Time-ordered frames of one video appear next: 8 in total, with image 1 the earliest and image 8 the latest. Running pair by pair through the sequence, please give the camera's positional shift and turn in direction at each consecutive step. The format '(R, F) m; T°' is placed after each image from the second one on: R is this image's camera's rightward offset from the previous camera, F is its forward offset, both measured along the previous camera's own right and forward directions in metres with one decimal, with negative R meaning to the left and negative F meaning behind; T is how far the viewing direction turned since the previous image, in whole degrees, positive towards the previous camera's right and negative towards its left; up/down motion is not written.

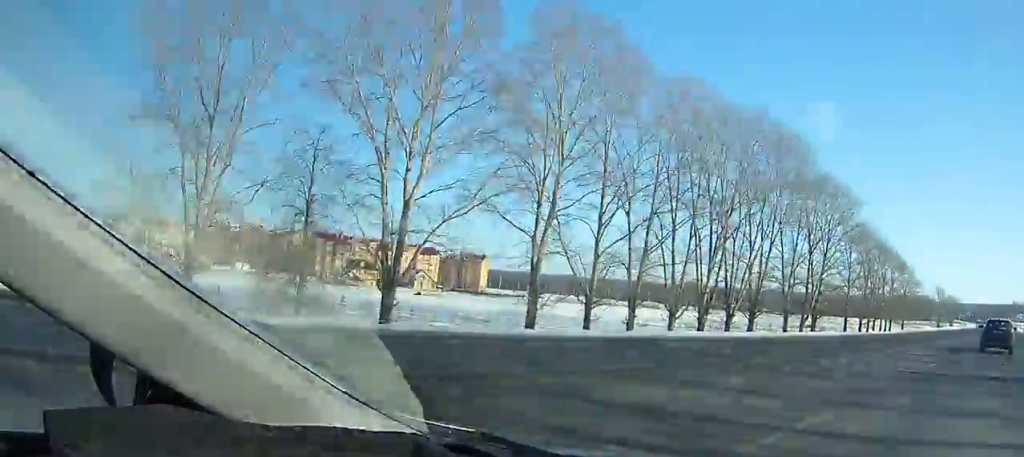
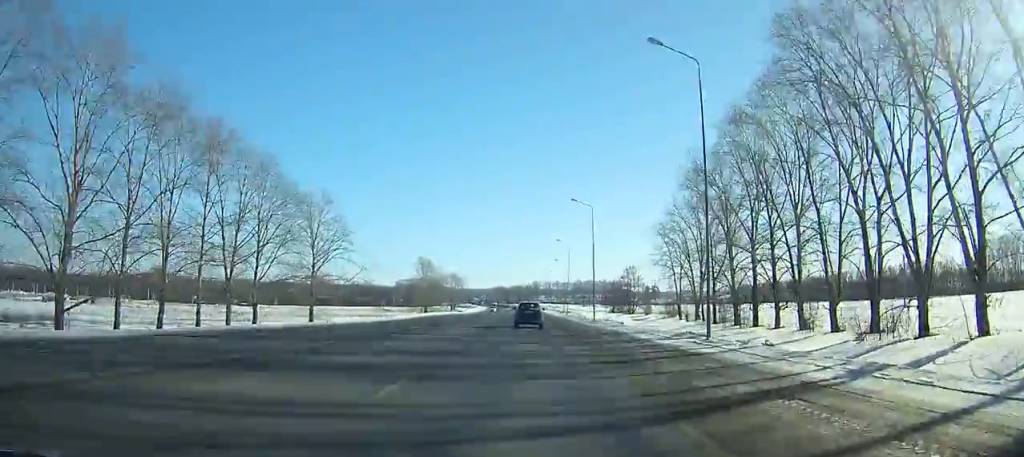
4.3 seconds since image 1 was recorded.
(+1.0, +92.6) m; +1°
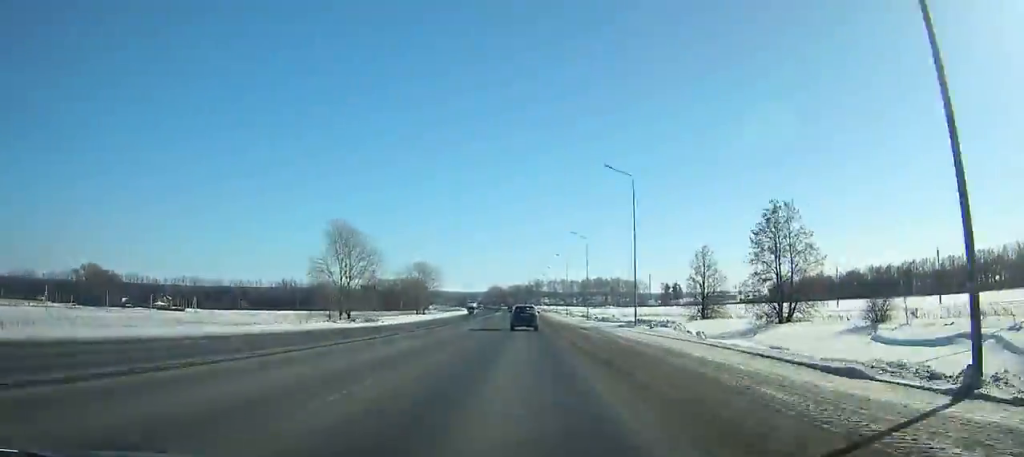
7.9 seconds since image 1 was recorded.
(0.0, +82.9) m; 0°
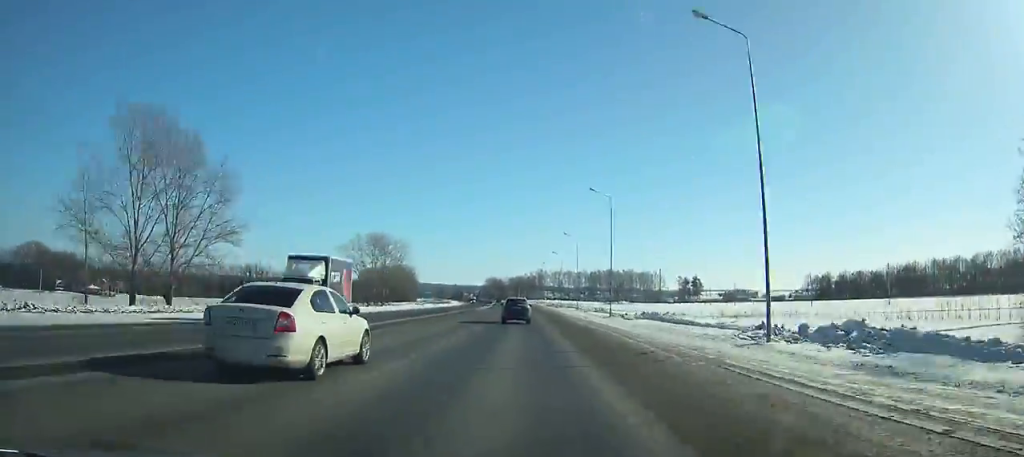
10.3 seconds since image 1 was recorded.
(+0.3, +57.2) m; 0°
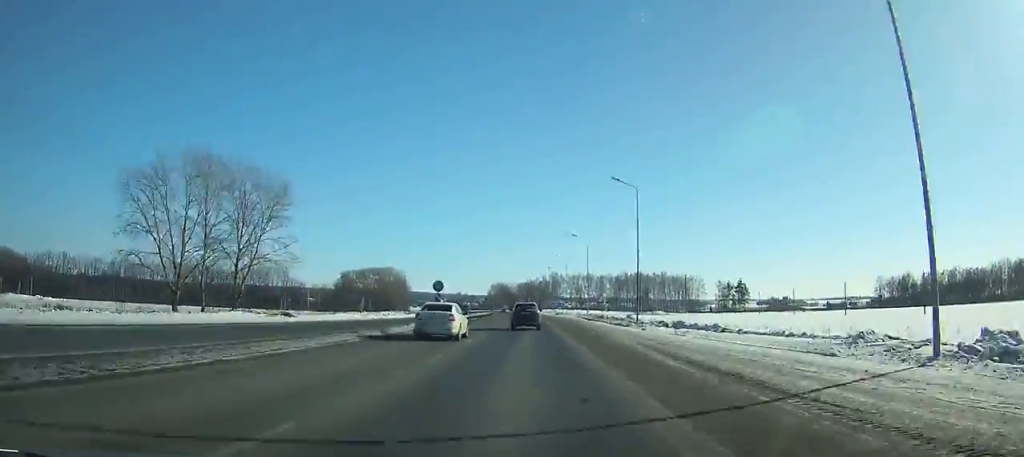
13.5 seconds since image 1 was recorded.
(-0.5, +76.7) m; -1°
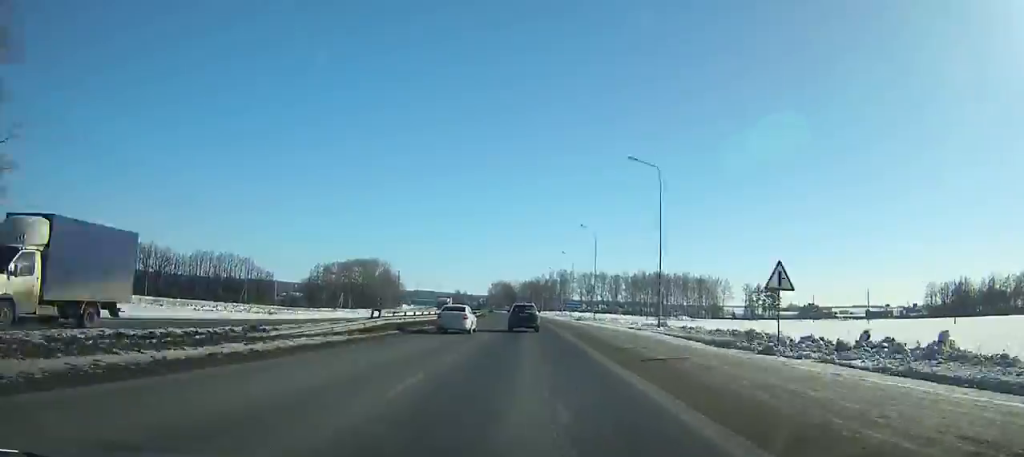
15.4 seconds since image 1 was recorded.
(-0.1, +45.2) m; -1°
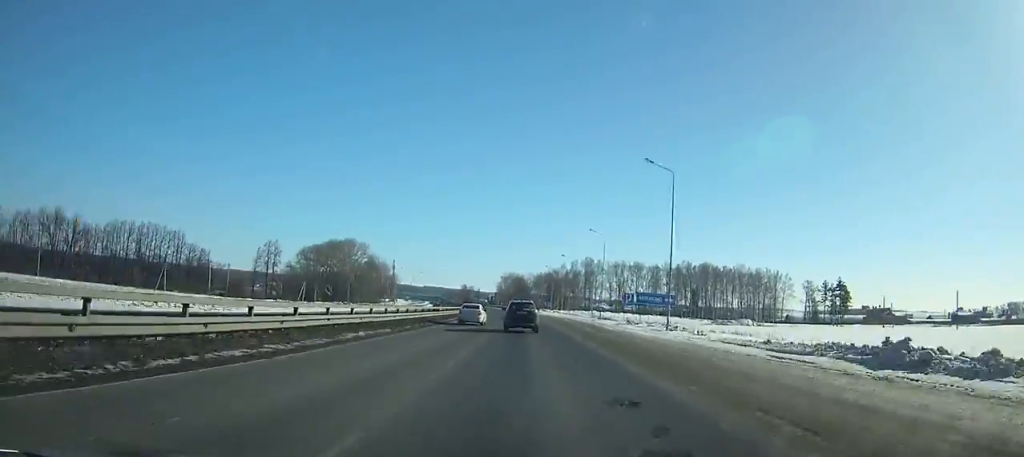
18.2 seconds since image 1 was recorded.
(-0.7, +65.7) m; -2°
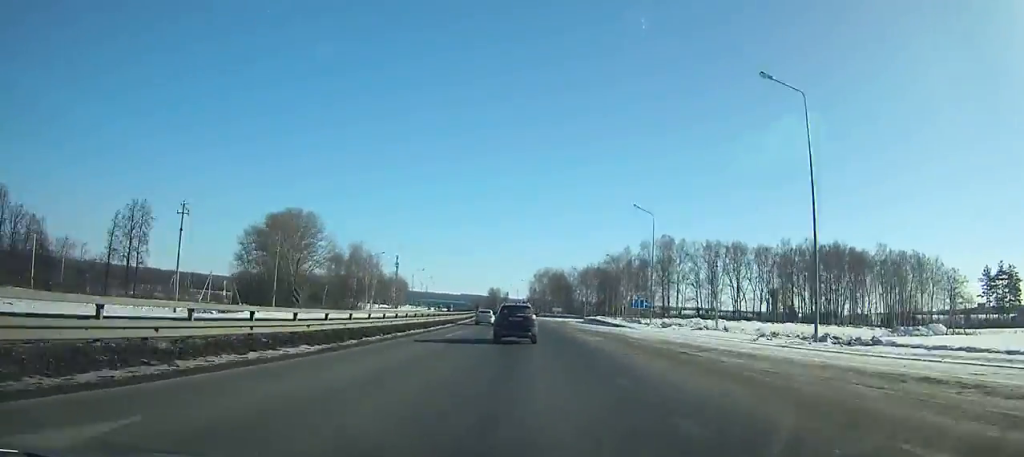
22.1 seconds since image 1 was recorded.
(-2.2, +87.9) m; -3°
